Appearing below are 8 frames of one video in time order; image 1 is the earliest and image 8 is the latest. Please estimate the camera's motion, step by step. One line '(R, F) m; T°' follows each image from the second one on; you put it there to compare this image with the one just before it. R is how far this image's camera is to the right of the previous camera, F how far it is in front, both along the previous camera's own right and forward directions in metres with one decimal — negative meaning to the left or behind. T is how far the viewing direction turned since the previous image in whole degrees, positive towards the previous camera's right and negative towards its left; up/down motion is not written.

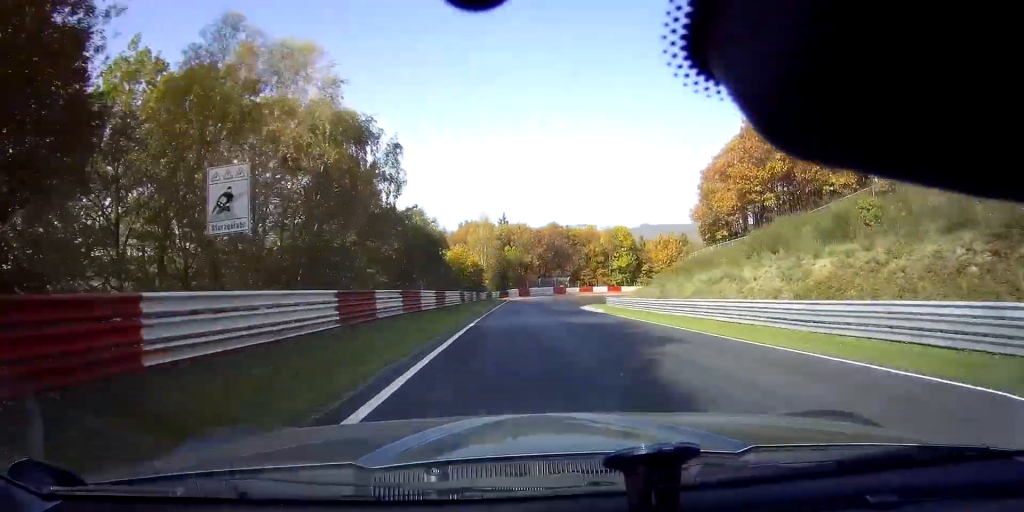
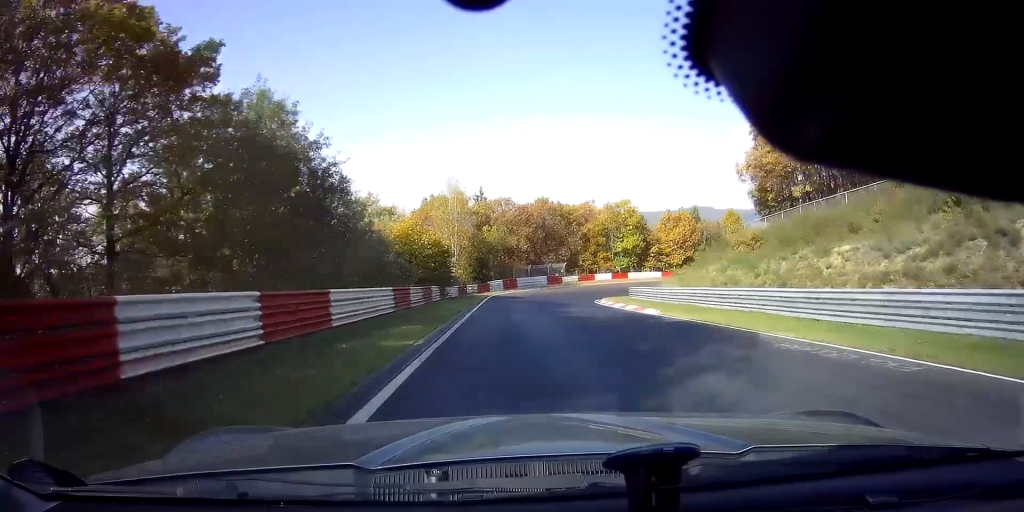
(+0.4, +19.7) m; +2°
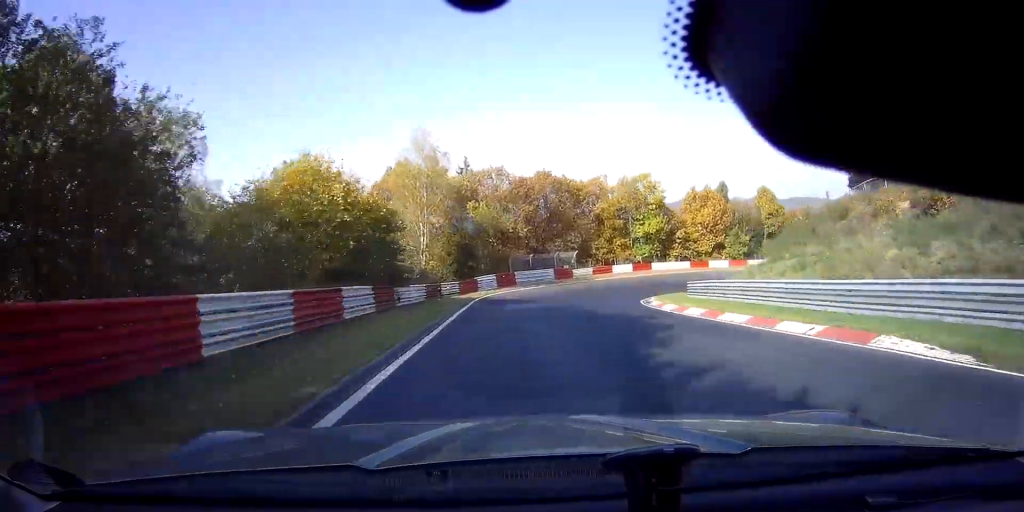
(+0.4, +16.9) m; +4°
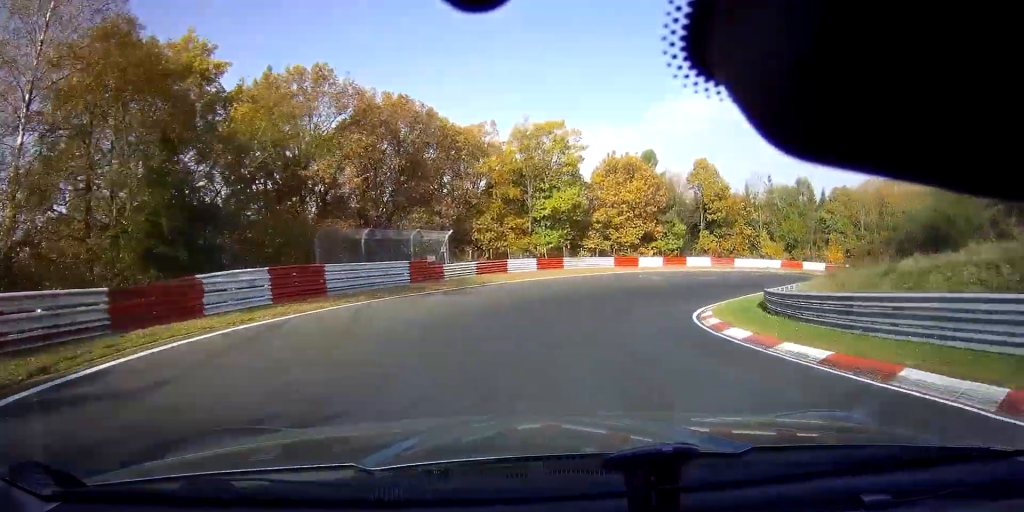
(+2.9, +27.8) m; +18°
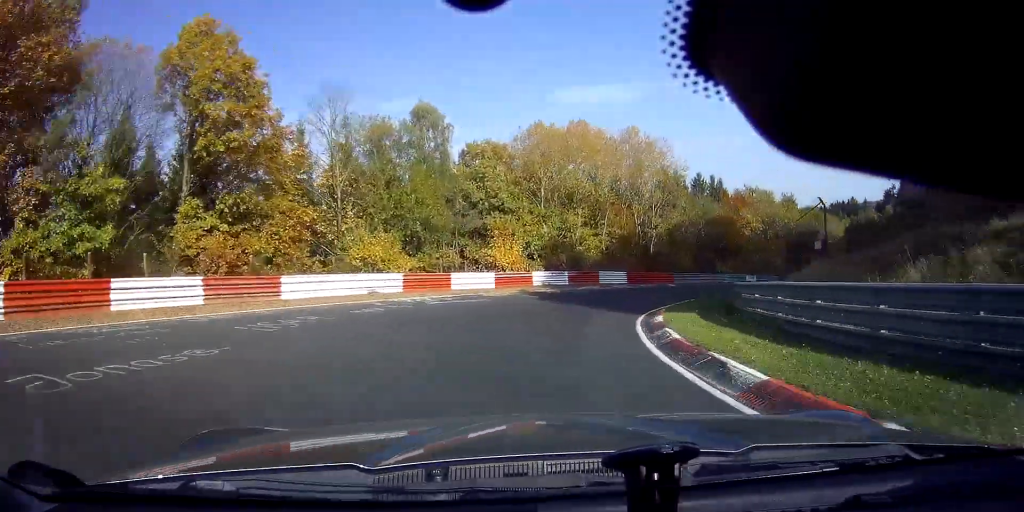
(+18.5, +39.4) m; +52°
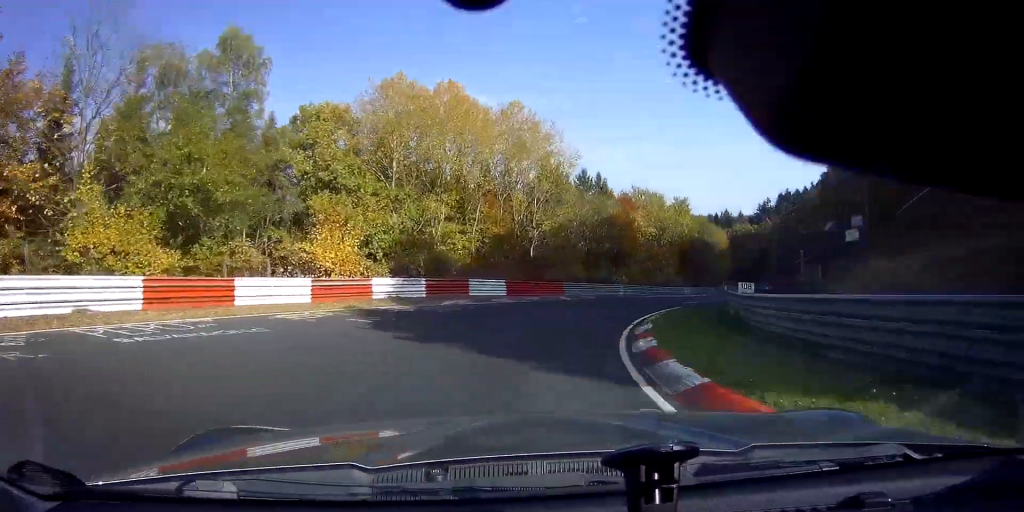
(+1.3, +11.8) m; +12°
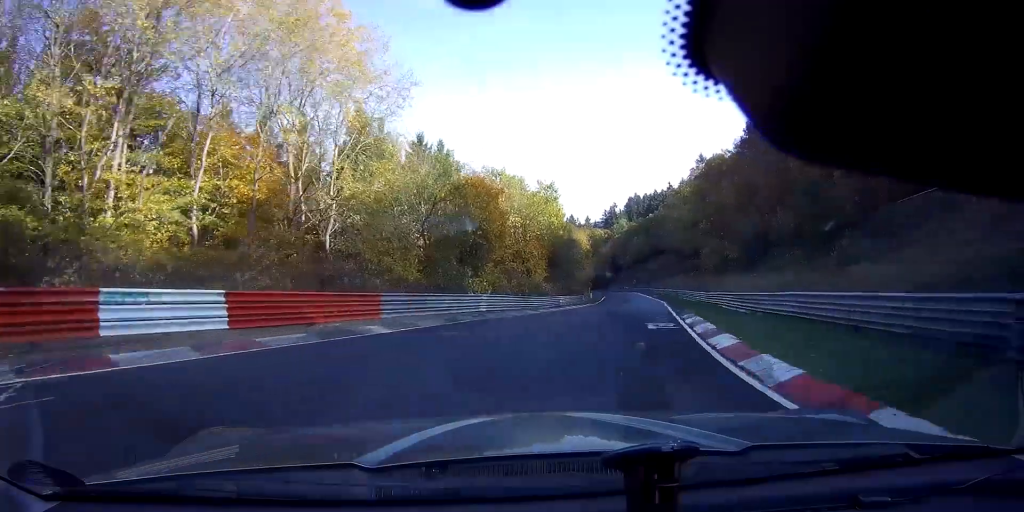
(+2.9, +20.5) m; +16°
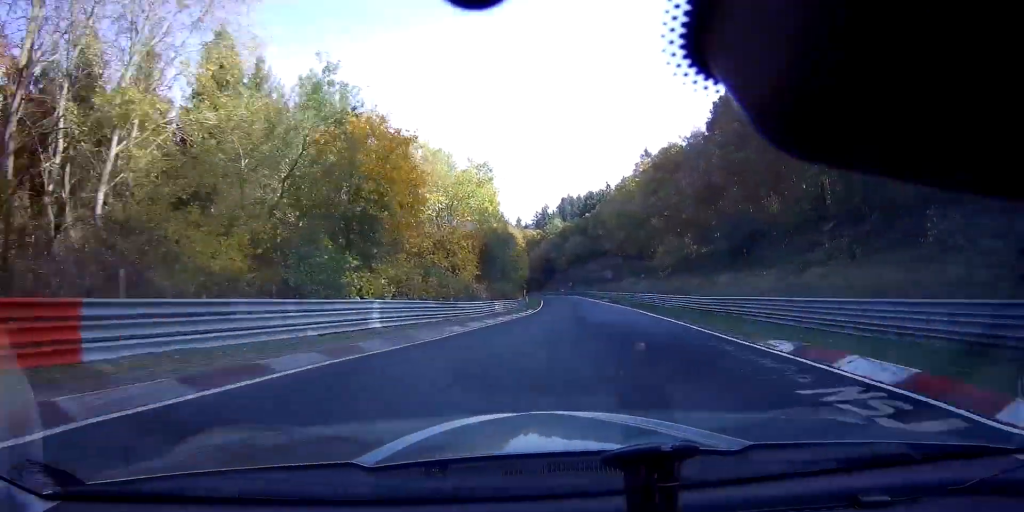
(+1.6, +13.0) m; +6°
